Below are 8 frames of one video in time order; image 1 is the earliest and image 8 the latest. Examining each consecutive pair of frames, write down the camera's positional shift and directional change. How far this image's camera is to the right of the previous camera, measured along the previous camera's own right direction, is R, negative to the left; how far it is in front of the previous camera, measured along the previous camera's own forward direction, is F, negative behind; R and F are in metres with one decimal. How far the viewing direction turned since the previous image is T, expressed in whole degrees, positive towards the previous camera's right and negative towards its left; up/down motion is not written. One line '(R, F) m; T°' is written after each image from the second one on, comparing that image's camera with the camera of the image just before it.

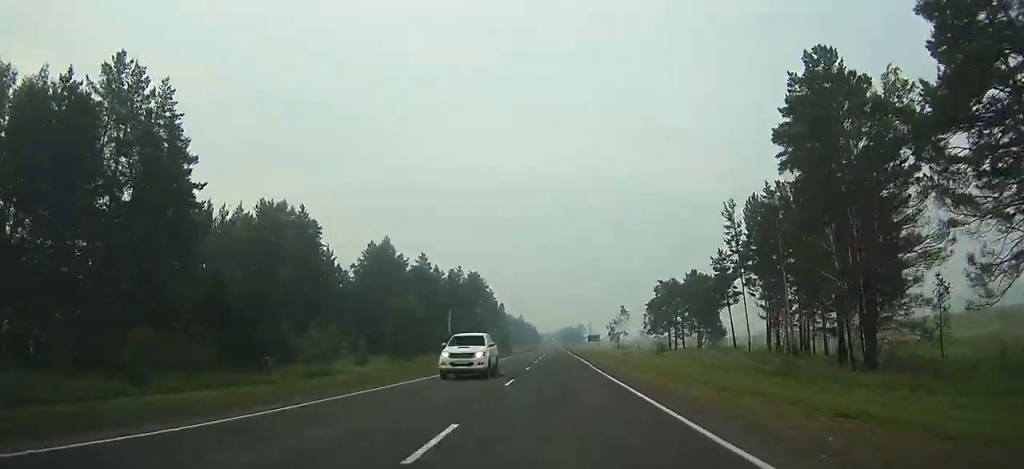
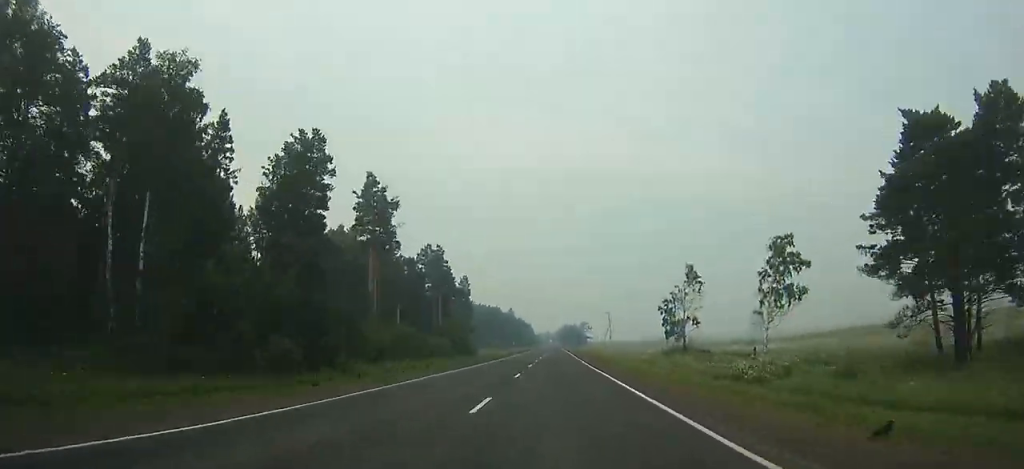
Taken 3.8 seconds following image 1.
(-0.1, +104.9) m; 0°
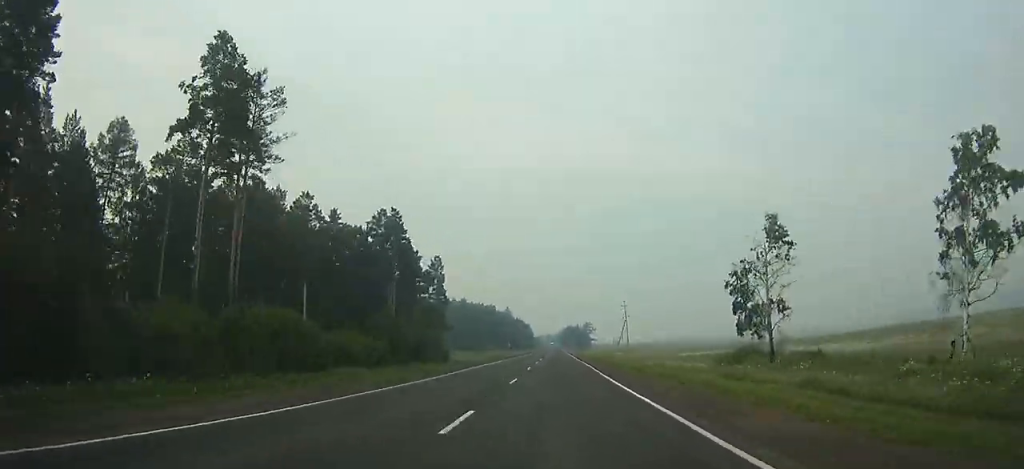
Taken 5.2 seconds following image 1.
(0.0, +36.9) m; 0°
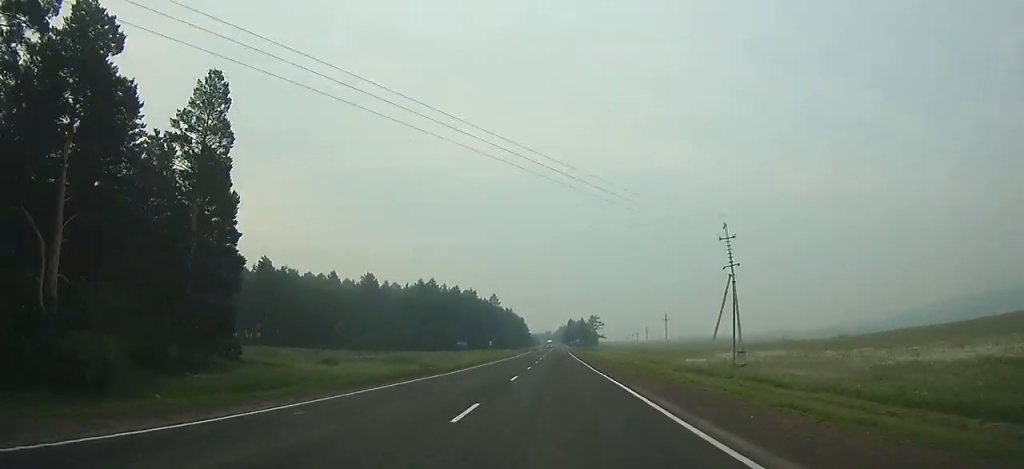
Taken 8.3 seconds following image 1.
(0.0, +80.8) m; 0°
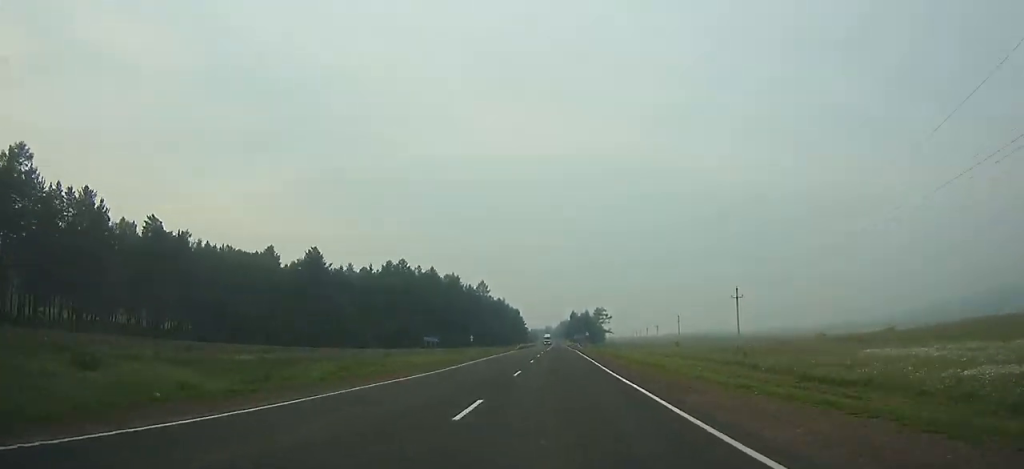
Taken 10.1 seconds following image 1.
(0.0, +46.9) m; 0°
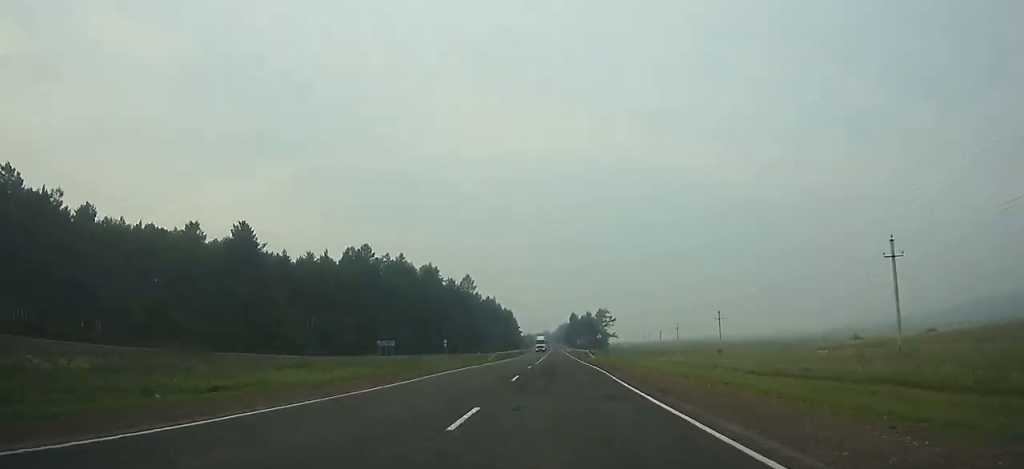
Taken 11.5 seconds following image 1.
(0.0, +37.5) m; 0°
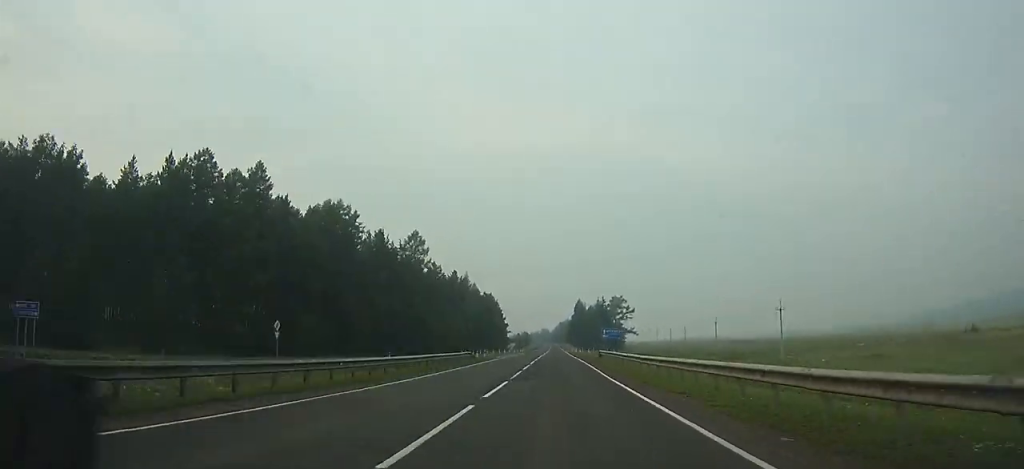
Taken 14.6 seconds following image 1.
(0.0, +82.1) m; 0°
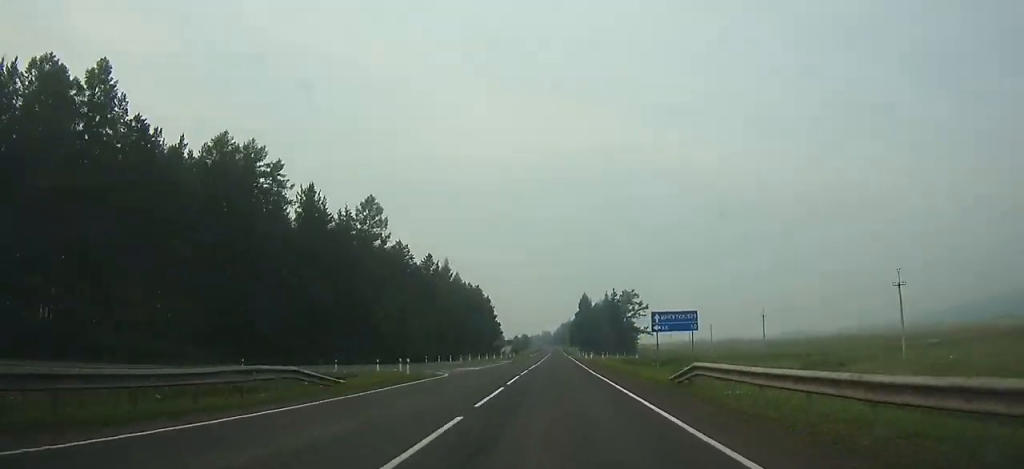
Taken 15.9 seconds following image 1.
(0.0, +34.0) m; 0°
